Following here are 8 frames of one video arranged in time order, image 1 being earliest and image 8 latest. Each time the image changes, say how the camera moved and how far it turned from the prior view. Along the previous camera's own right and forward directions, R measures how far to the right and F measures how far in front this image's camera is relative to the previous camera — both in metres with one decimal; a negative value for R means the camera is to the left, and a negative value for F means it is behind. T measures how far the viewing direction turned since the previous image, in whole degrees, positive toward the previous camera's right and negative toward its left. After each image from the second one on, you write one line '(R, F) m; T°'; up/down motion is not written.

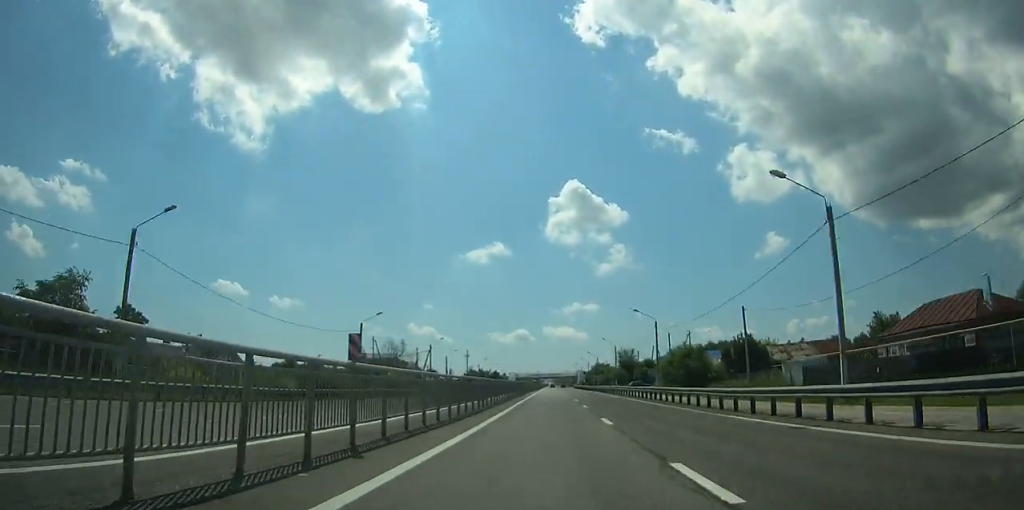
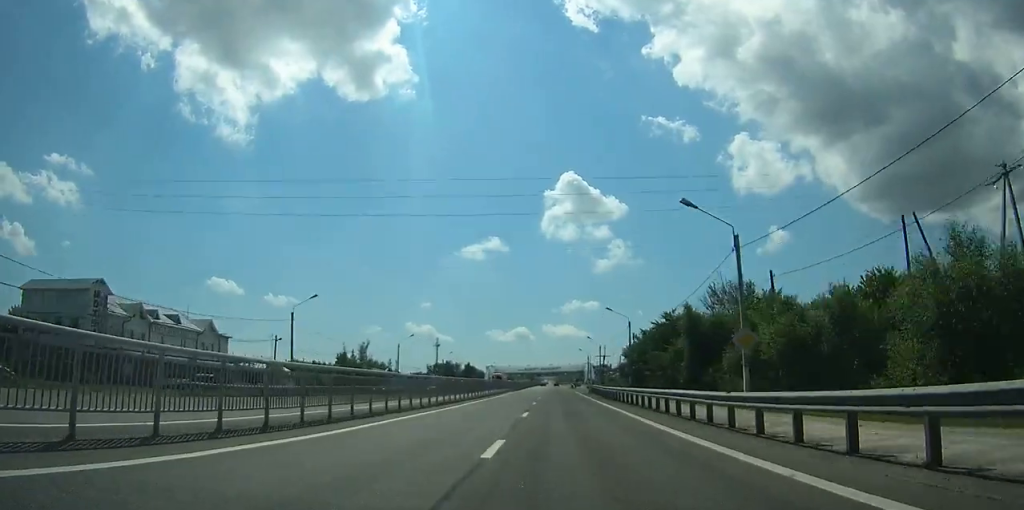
(+0.7, +120.1) m; 0°
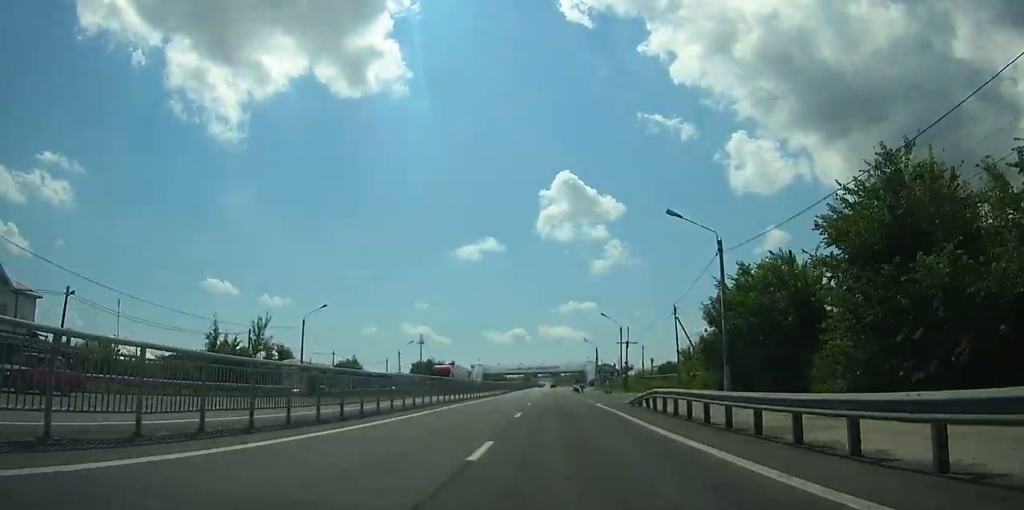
(-0.2, +36.2) m; 0°
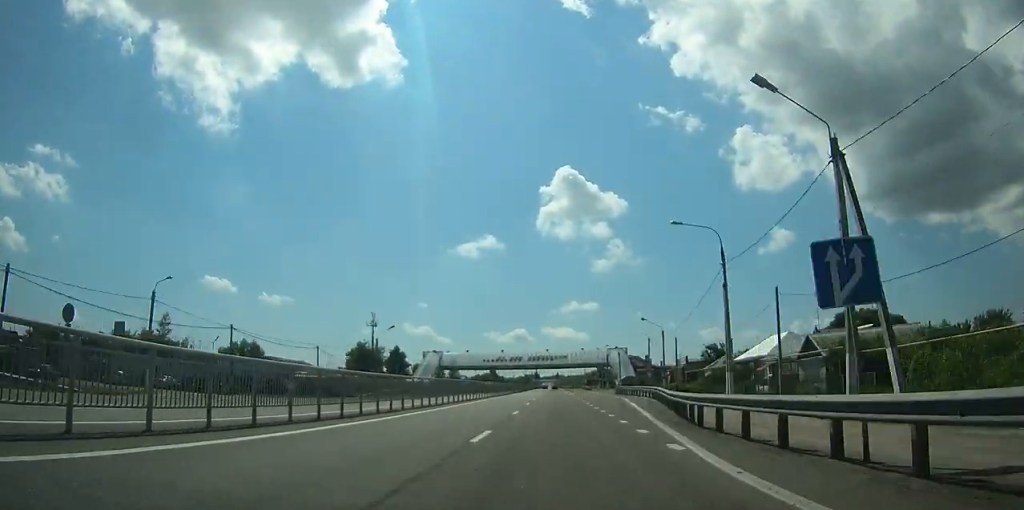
(-0.2, +89.0) m; 0°
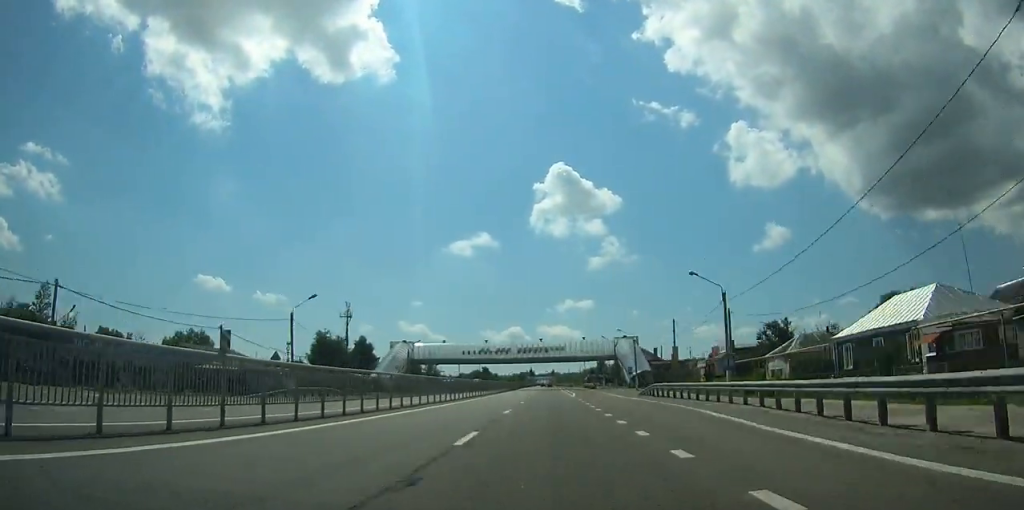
(+0.1, +24.2) m; 0°
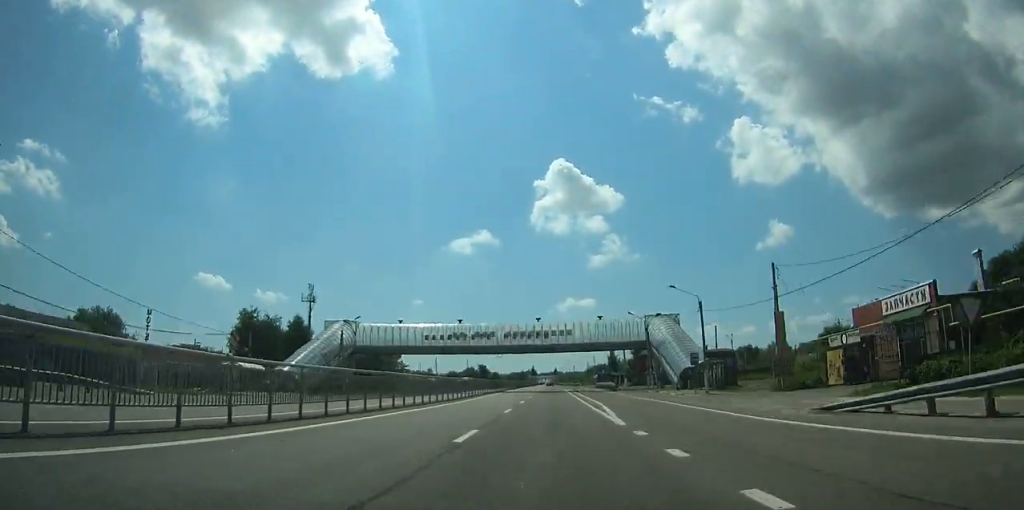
(-0.2, +36.5) m; 0°
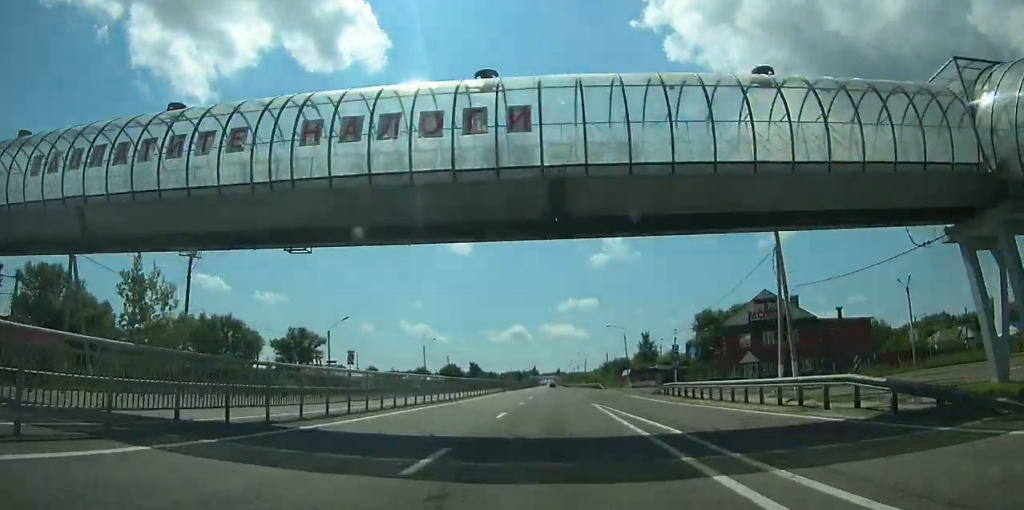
(+0.6, +66.7) m; +1°
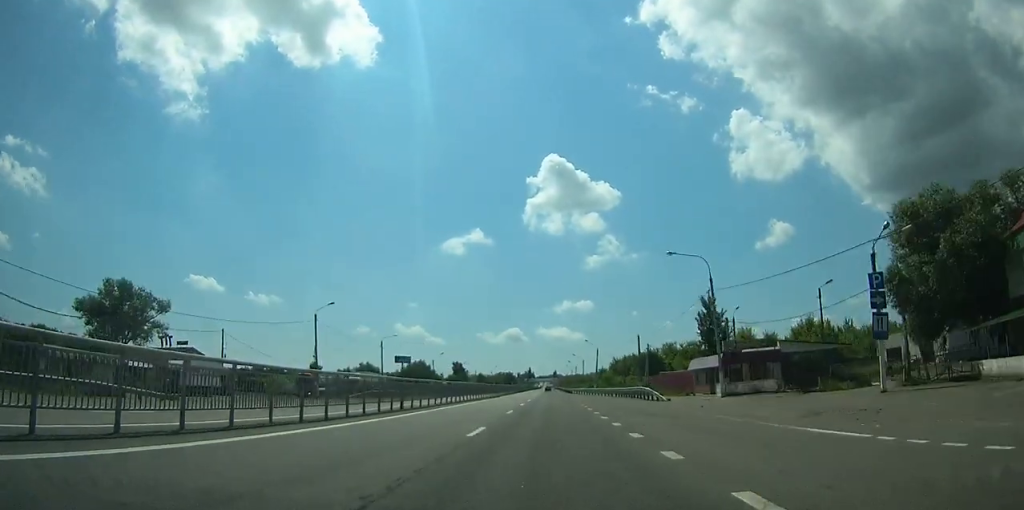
(-0.2, +54.0) m; 0°
